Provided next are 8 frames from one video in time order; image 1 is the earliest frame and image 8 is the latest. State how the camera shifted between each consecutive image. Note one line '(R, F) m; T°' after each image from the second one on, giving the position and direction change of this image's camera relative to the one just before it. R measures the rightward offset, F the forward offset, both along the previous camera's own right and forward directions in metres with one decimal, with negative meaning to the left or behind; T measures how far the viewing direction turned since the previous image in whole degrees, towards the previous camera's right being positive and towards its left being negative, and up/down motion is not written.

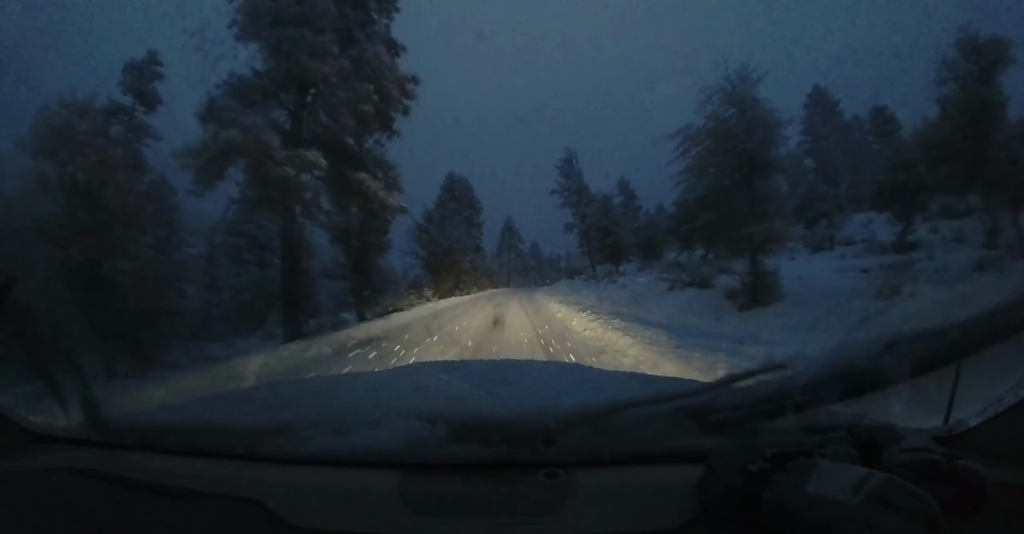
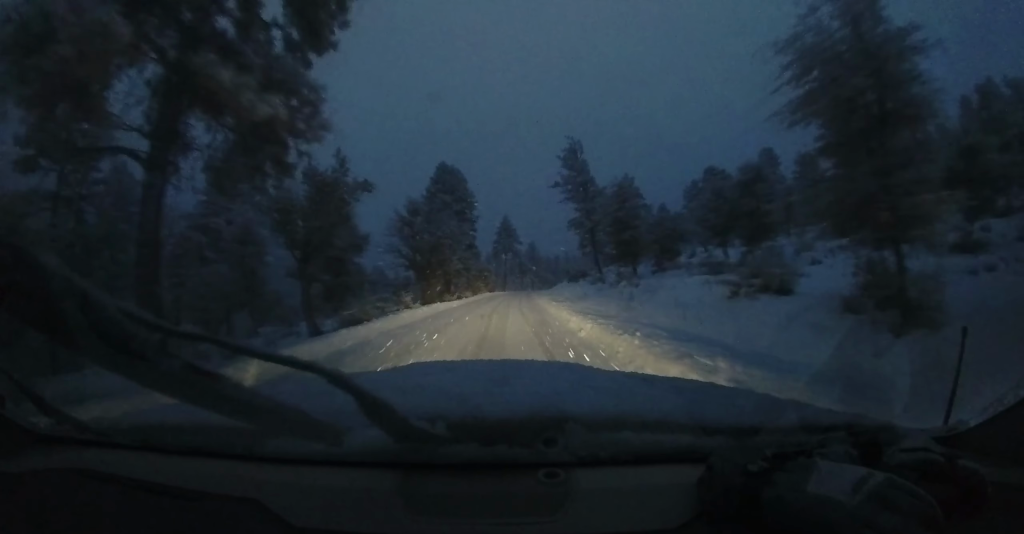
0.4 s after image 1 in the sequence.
(-0.1, +5.1) m; +1°
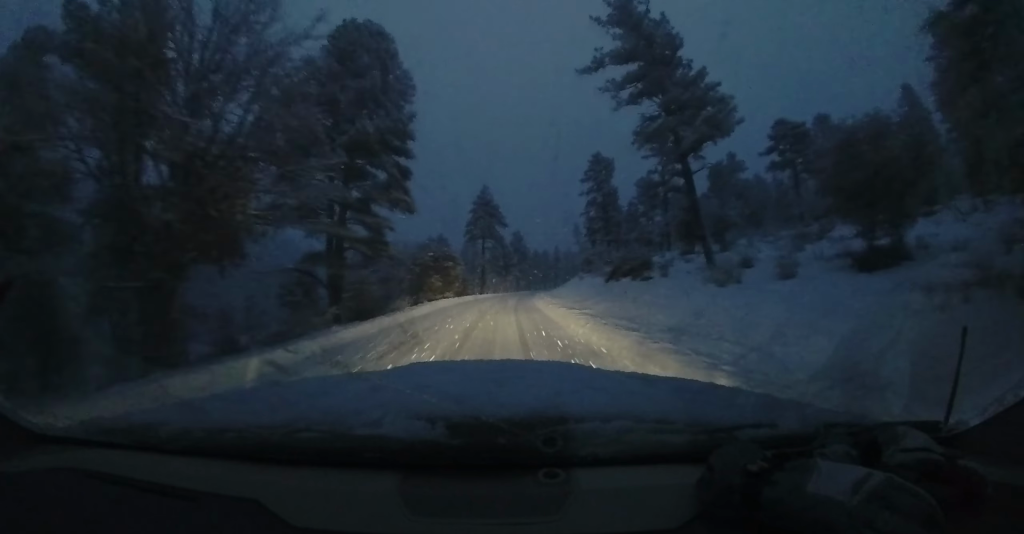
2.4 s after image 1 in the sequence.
(+1.4, +24.9) m; +6°
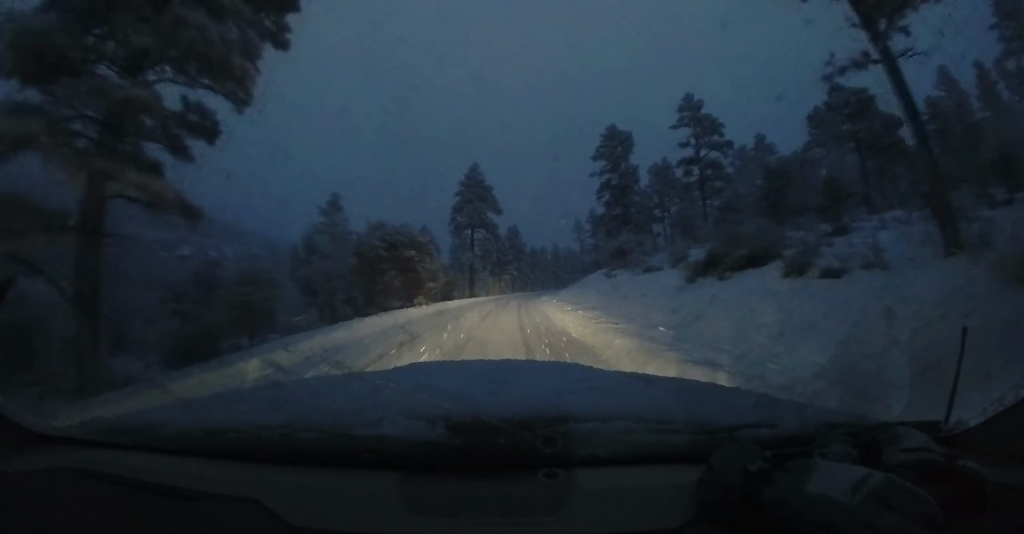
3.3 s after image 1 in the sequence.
(+0.2, +11.3) m; +3°
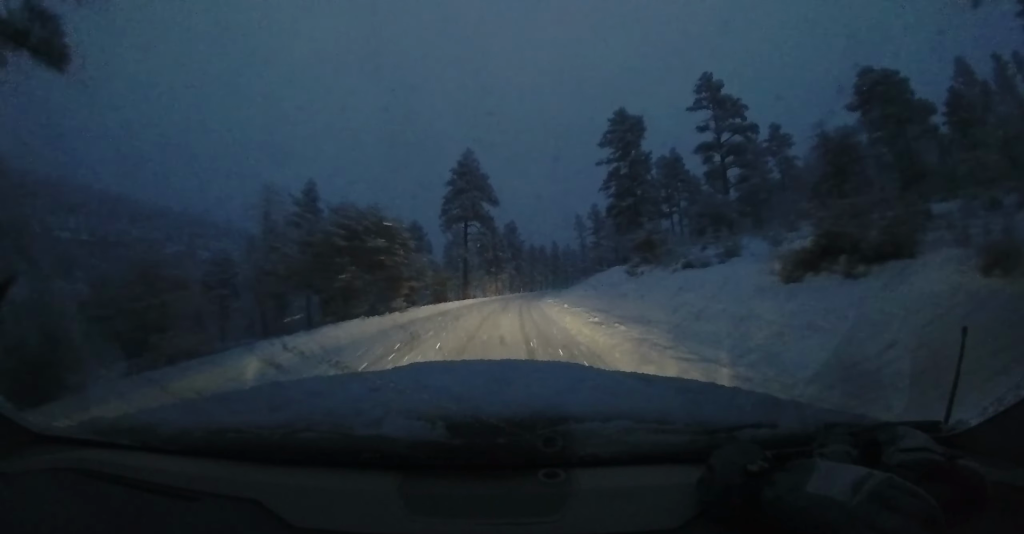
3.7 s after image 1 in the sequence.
(+0.3, +5.2) m; +1°
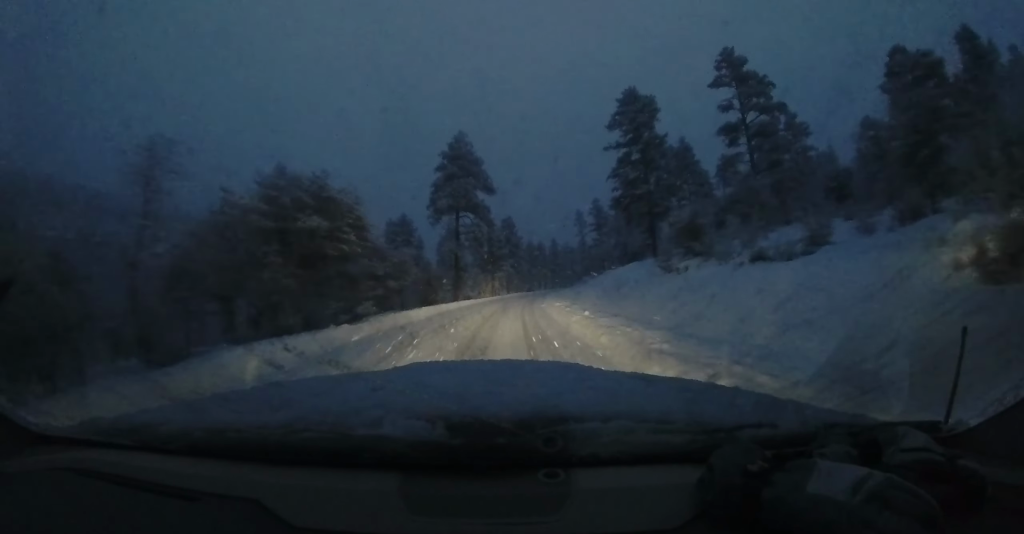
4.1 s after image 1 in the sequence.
(+0.1, +5.1) m; 0°
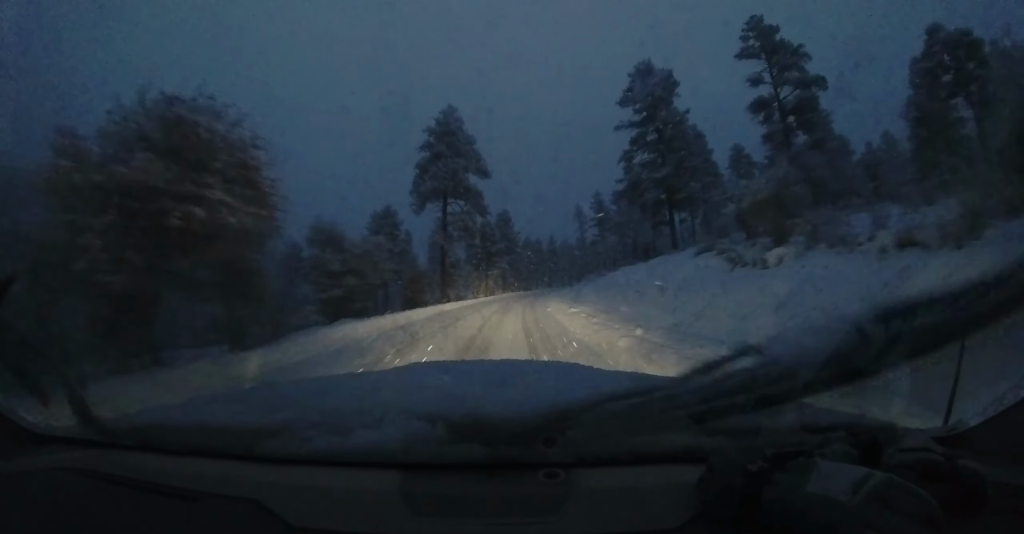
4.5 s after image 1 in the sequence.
(-0.1, +5.8) m; -2°
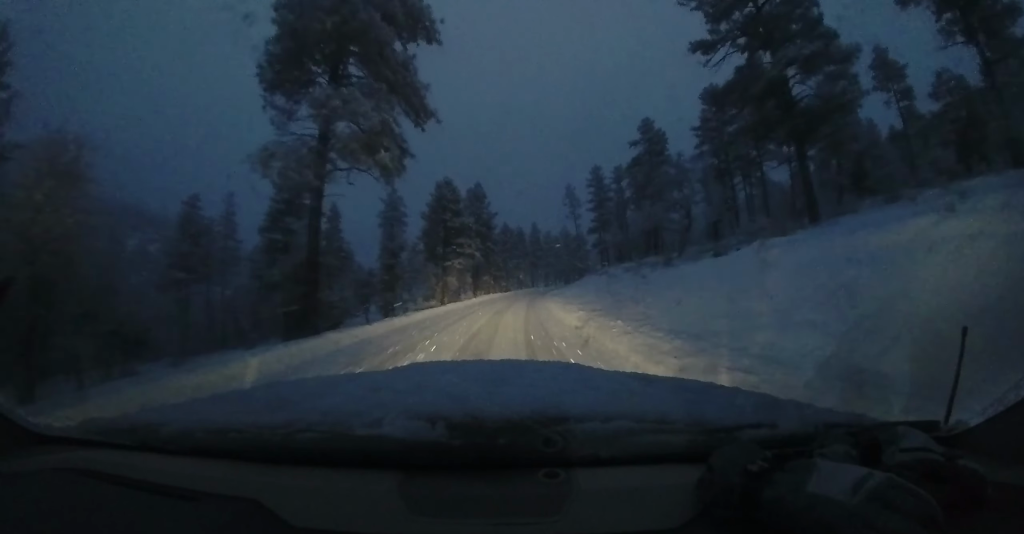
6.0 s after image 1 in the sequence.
(-0.7, +19.1) m; 0°
